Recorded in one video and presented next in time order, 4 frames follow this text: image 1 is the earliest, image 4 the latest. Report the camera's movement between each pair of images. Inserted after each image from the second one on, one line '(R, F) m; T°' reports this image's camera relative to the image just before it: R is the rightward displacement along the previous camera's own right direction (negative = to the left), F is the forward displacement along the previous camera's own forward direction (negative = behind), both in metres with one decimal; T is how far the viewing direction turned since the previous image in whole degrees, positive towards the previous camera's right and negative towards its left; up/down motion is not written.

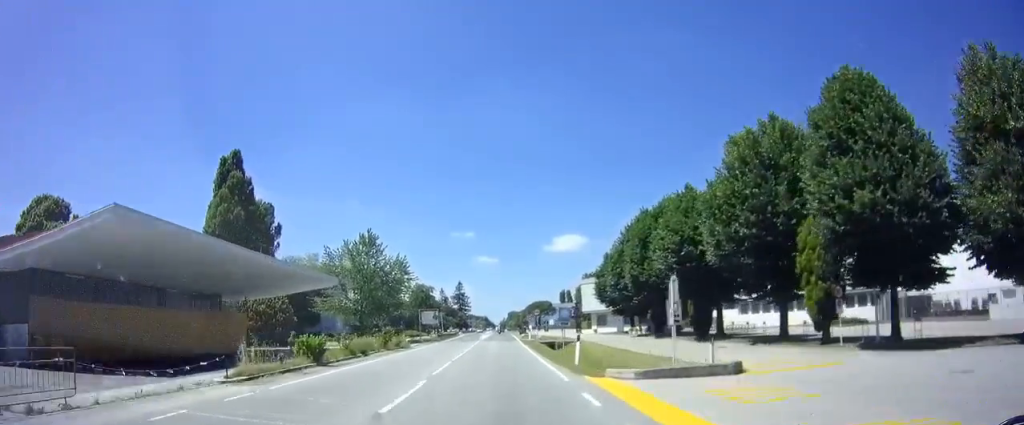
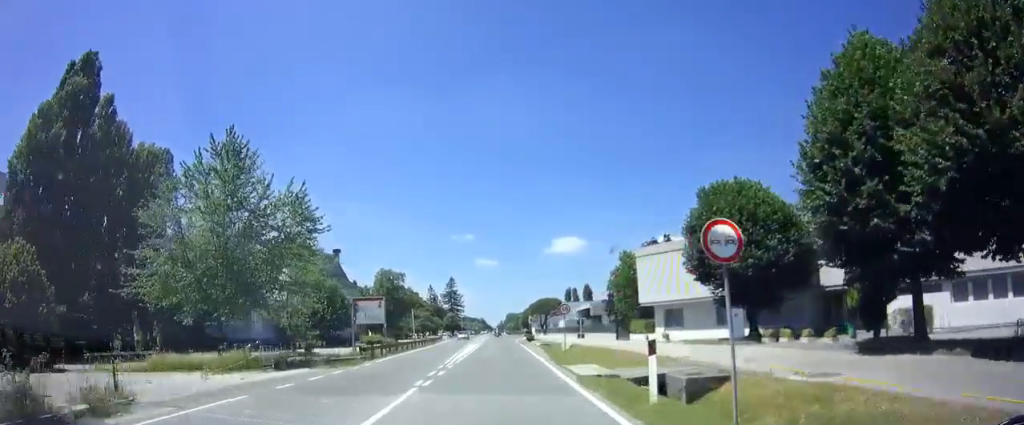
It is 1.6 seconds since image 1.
(0.0, +33.6) m; 0°
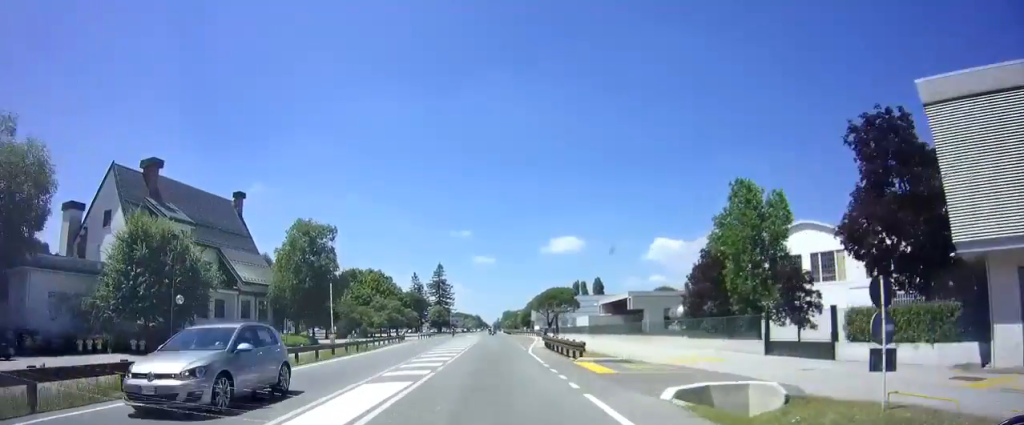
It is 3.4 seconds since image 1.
(0.0, +35.7) m; 0°
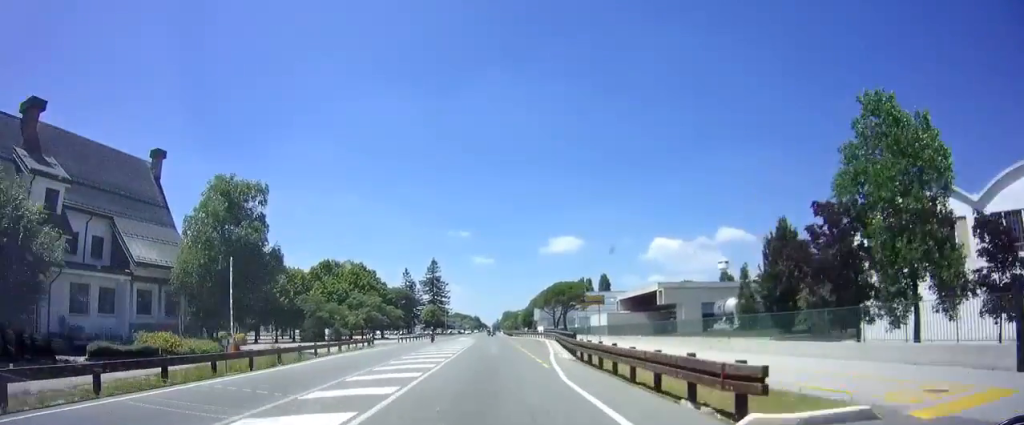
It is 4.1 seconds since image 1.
(0.0, +14.4) m; 0°
